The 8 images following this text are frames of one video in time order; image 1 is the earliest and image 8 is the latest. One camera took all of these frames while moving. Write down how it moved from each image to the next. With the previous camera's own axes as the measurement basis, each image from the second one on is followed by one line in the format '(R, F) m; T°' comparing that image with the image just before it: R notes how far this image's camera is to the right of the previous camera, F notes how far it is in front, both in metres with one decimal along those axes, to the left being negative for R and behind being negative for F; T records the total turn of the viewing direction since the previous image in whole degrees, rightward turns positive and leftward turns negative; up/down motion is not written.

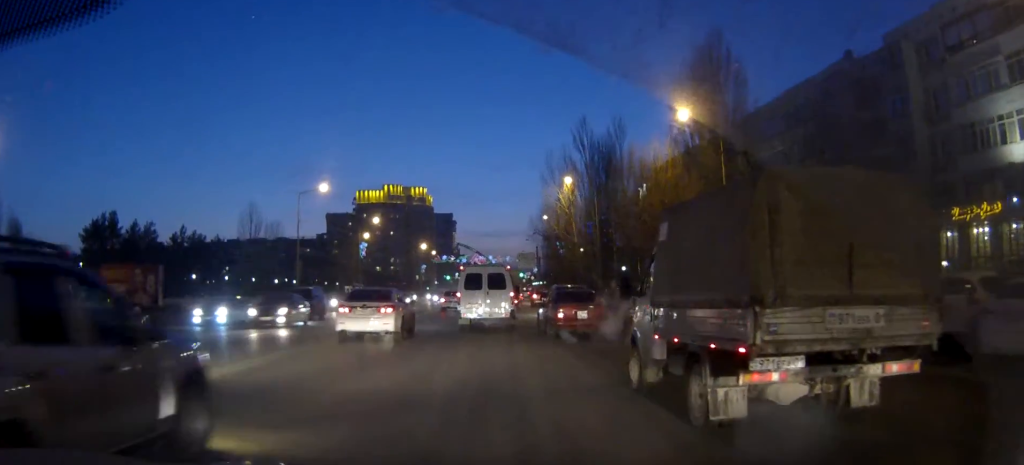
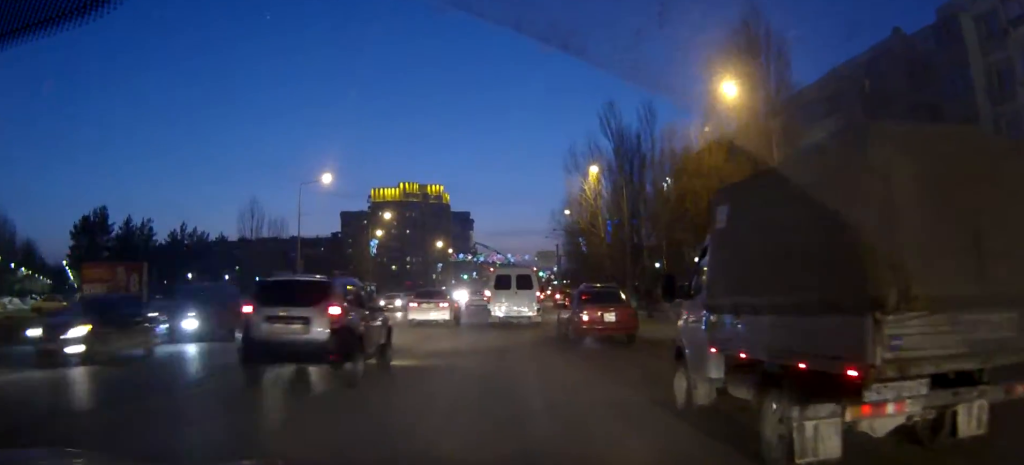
(-0.1, +5.9) m; -1°
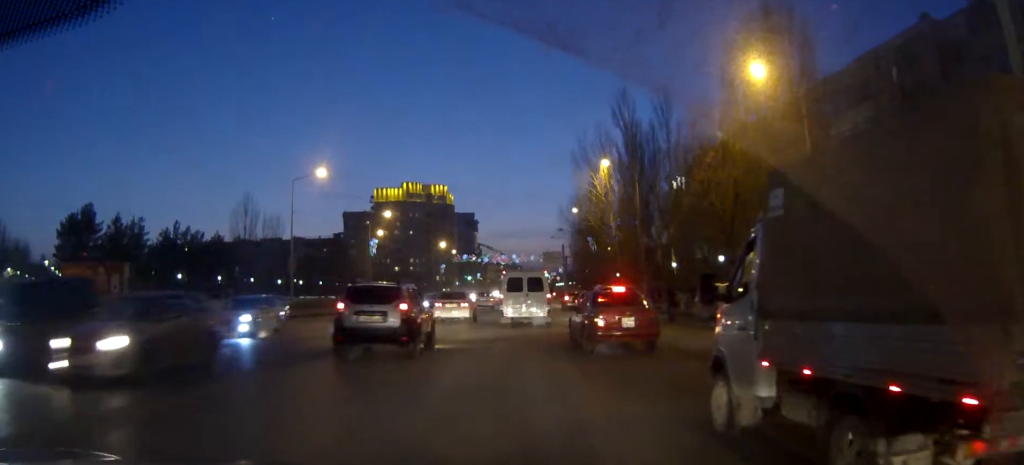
(0.0, +3.8) m; +1°
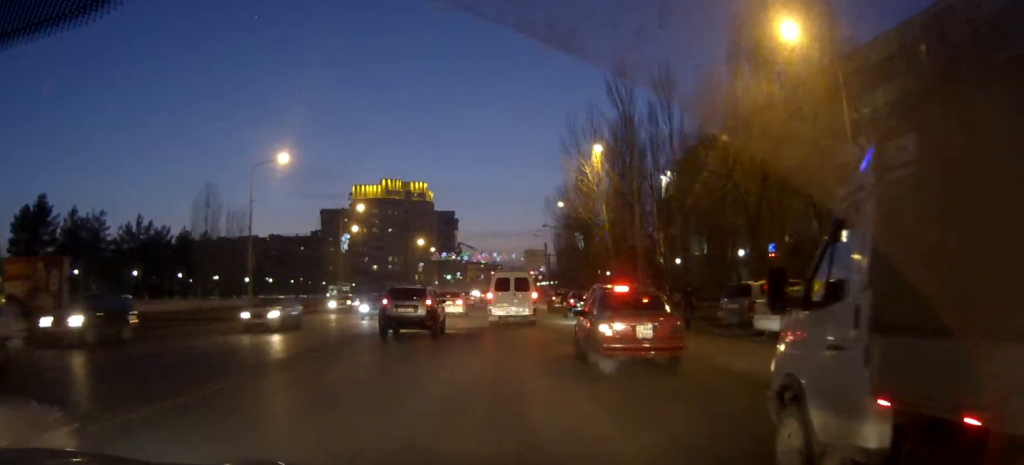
(0.0, +5.9) m; +1°
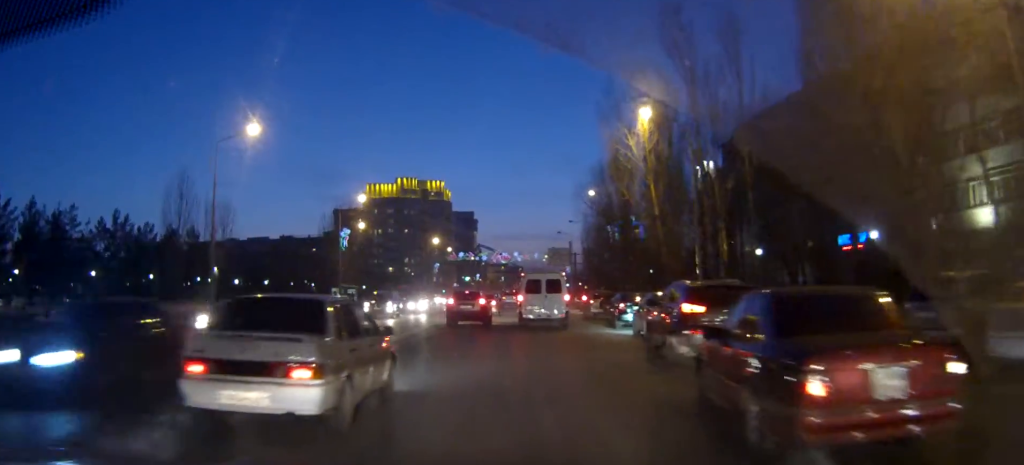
(0.0, +10.6) m; 0°
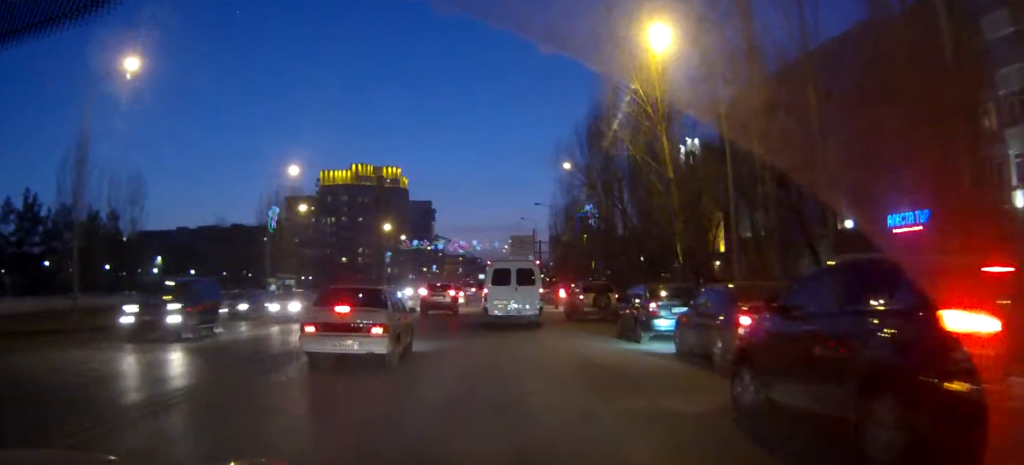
(+0.1, +11.7) m; +2°
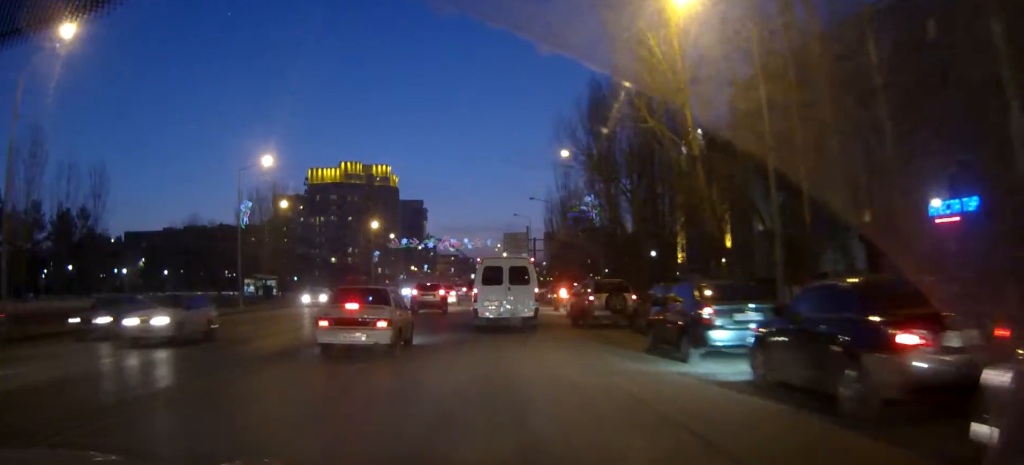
(+0.1, +5.3) m; 0°
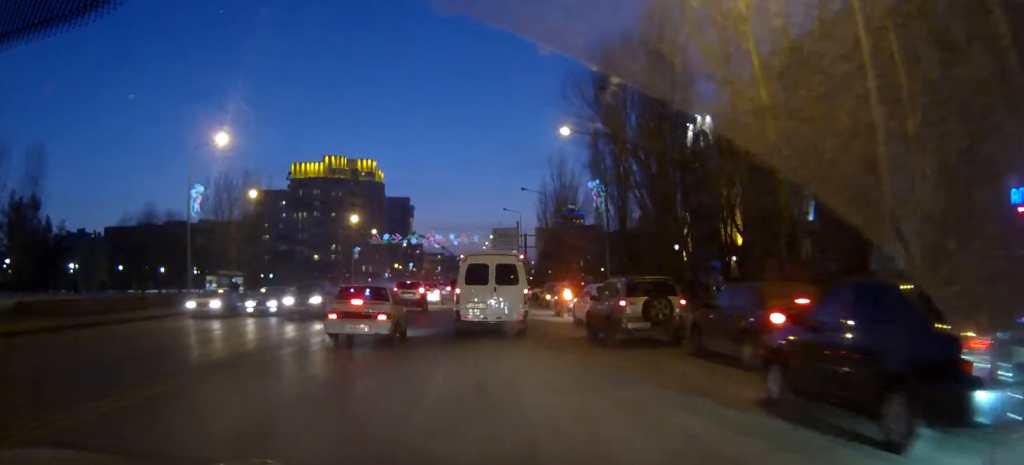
(0.0, +7.9) m; +1°
